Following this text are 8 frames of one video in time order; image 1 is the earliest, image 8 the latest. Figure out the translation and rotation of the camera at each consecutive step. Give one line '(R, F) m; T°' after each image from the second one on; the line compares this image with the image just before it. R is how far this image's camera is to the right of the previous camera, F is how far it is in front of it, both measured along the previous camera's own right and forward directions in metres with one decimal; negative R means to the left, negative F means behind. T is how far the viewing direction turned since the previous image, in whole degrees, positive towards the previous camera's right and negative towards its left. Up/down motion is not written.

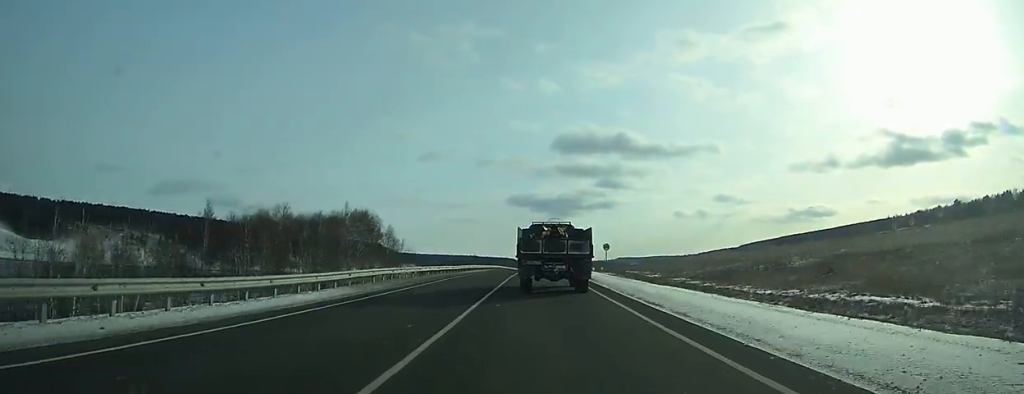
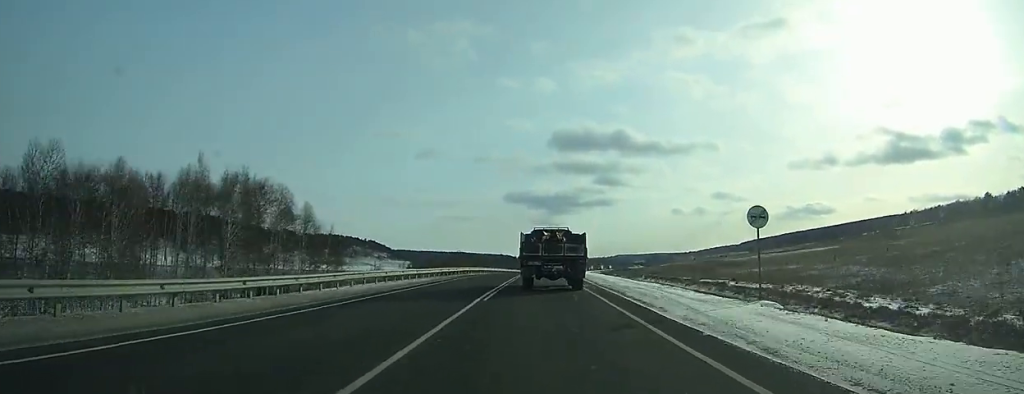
(+0.2, +44.1) m; +1°
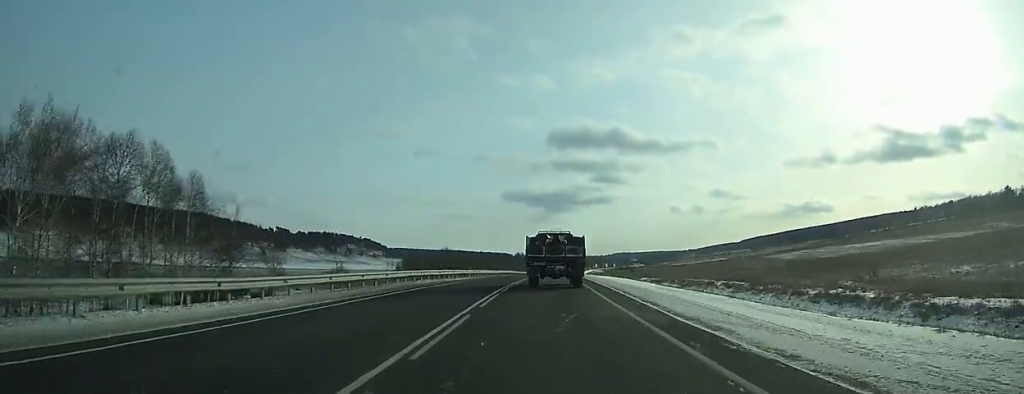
(+0.2, +28.3) m; +1°
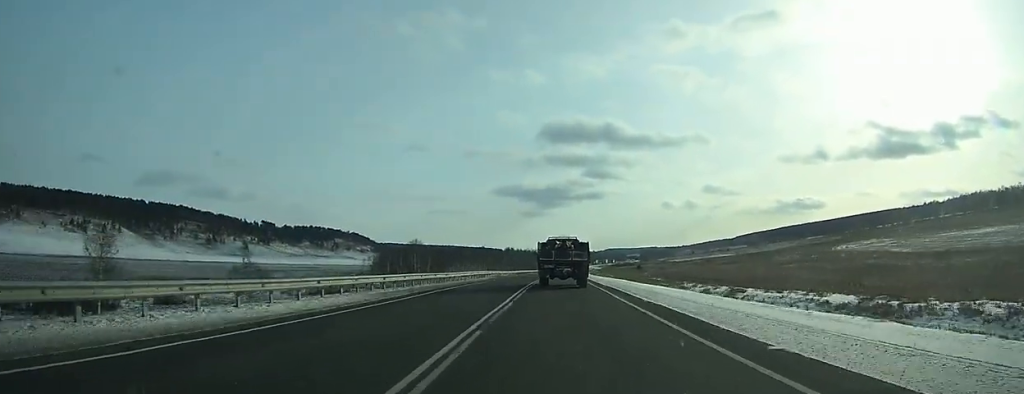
(+0.3, +36.1) m; +1°
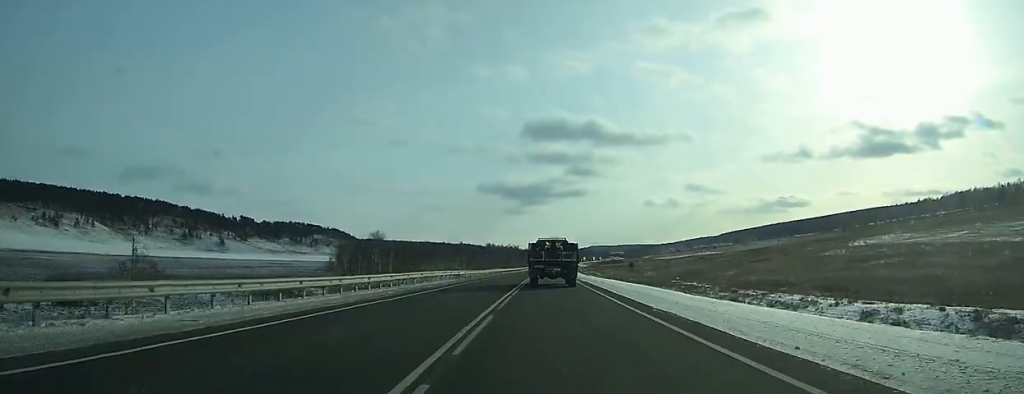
(+0.1, +20.7) m; +1°
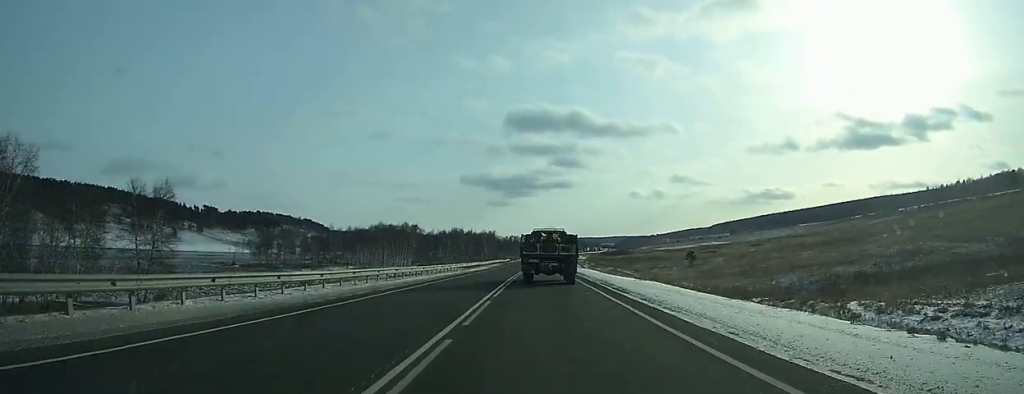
(+1.4, +84.0) m; +2°
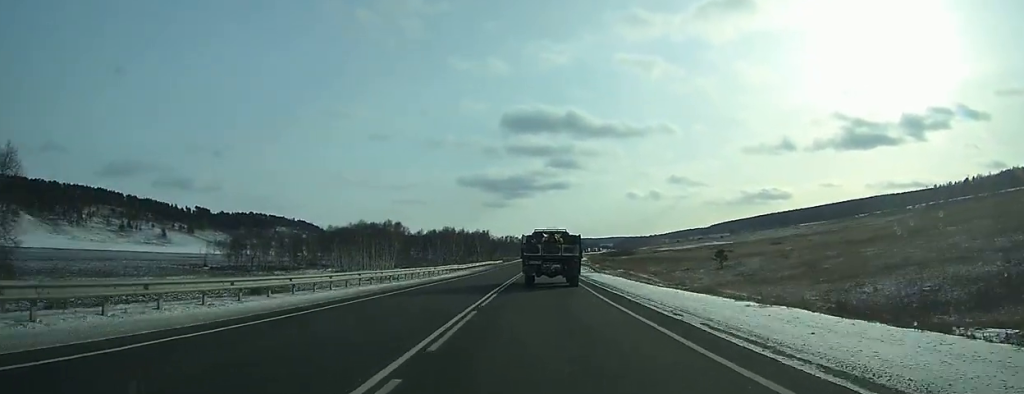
(0.0, +17.5) m; 0°
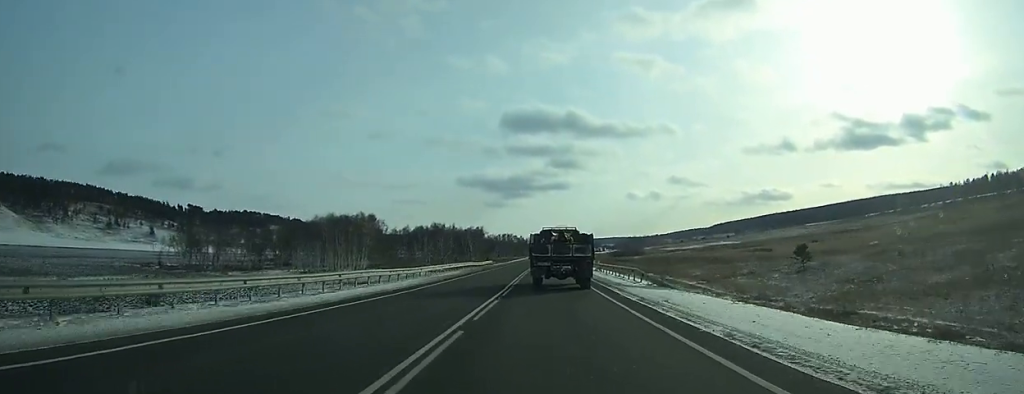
(+0.2, +27.4) m; +1°
